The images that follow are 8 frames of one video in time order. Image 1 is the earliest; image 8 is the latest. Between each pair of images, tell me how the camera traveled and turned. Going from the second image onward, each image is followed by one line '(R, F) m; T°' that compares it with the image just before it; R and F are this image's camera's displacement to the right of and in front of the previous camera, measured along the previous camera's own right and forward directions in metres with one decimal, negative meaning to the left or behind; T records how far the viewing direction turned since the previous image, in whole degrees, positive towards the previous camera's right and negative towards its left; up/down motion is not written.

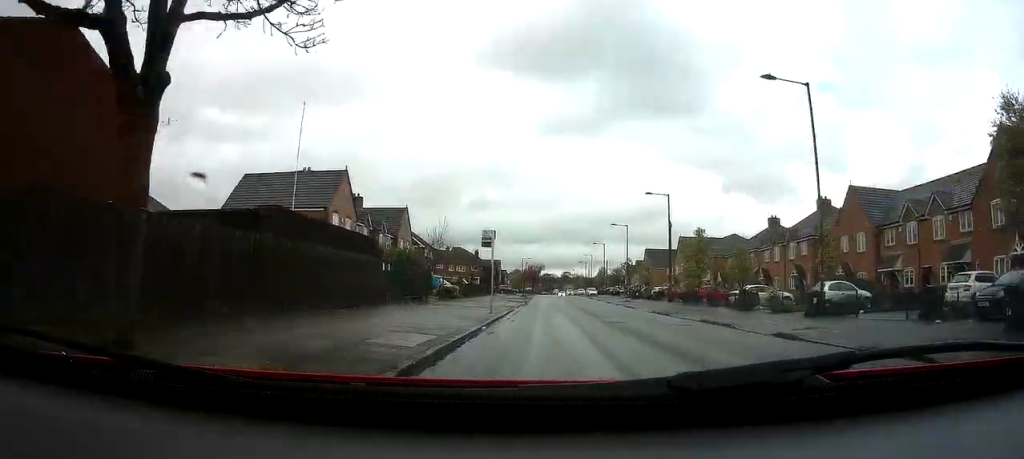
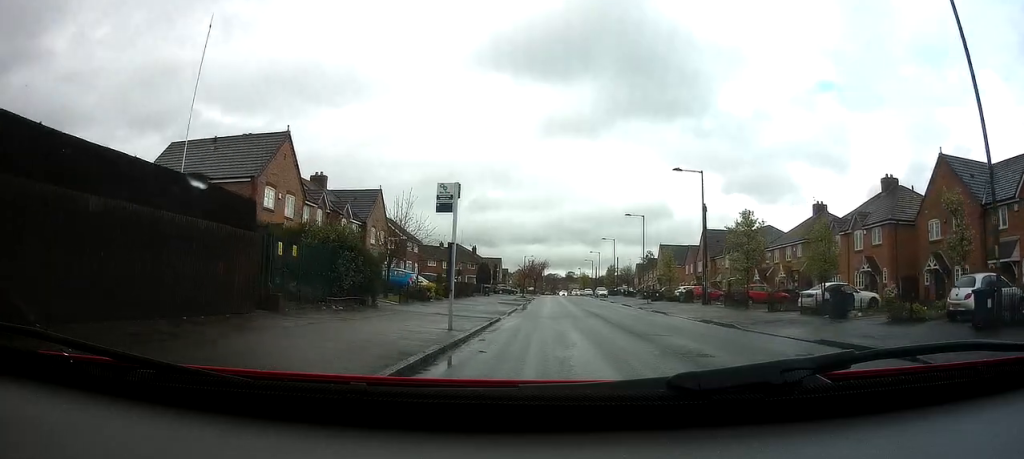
(-0.2, +10.8) m; -2°
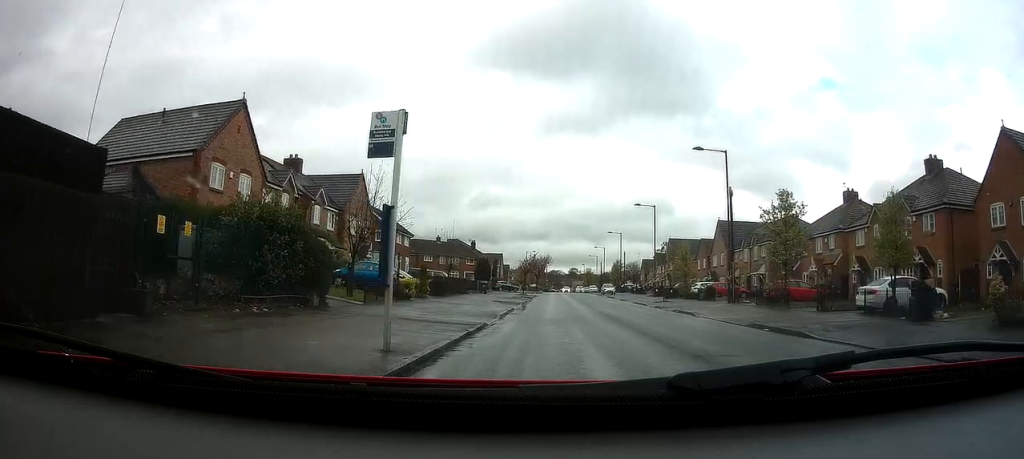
(0.0, +5.6) m; 0°
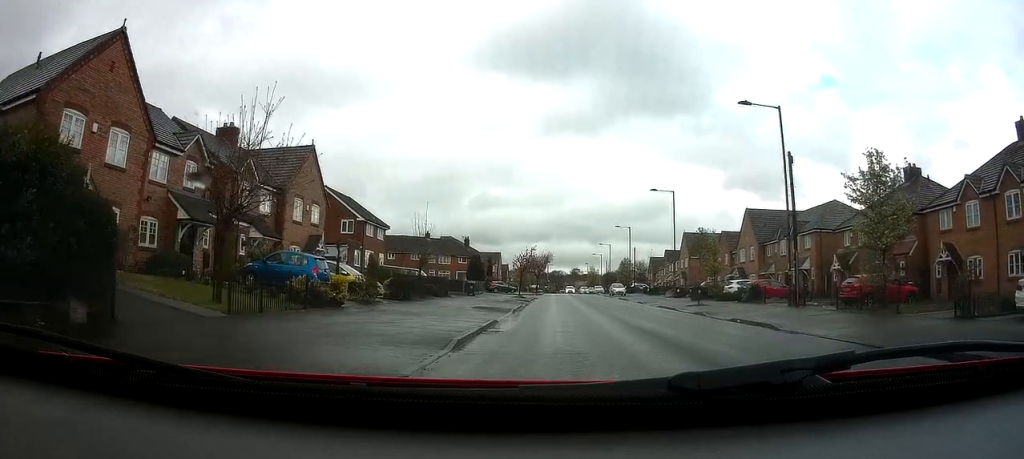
(0.0, +10.3) m; 0°
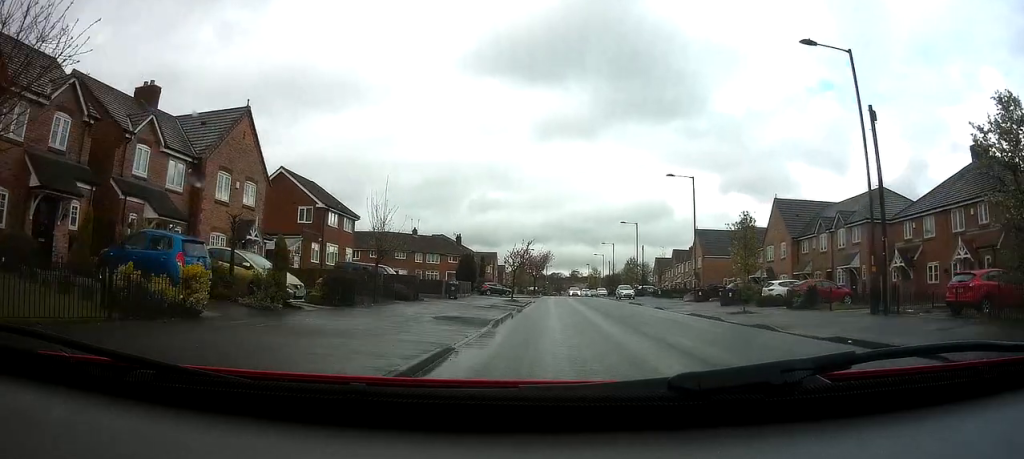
(0.0, +8.6) m; 0°
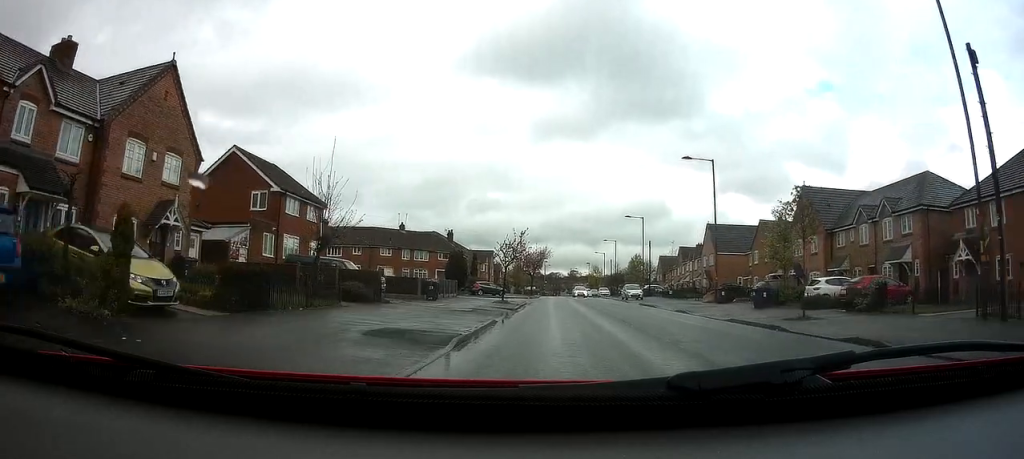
(0.0, +6.5) m; 0°
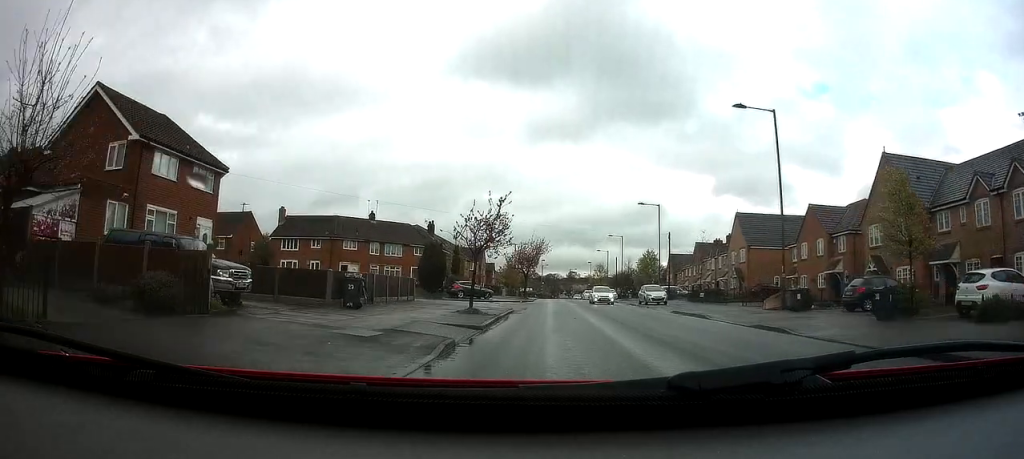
(0.0, +12.6) m; 0°
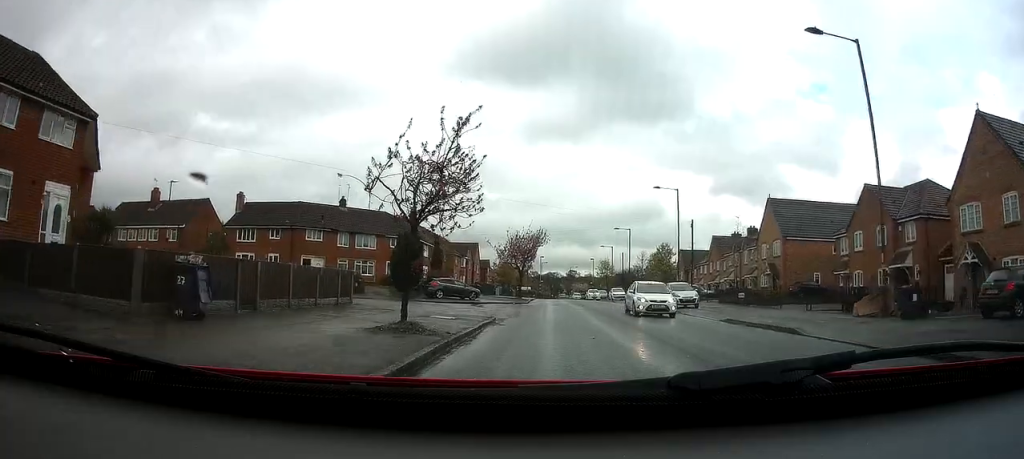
(0.0, +9.6) m; 0°
